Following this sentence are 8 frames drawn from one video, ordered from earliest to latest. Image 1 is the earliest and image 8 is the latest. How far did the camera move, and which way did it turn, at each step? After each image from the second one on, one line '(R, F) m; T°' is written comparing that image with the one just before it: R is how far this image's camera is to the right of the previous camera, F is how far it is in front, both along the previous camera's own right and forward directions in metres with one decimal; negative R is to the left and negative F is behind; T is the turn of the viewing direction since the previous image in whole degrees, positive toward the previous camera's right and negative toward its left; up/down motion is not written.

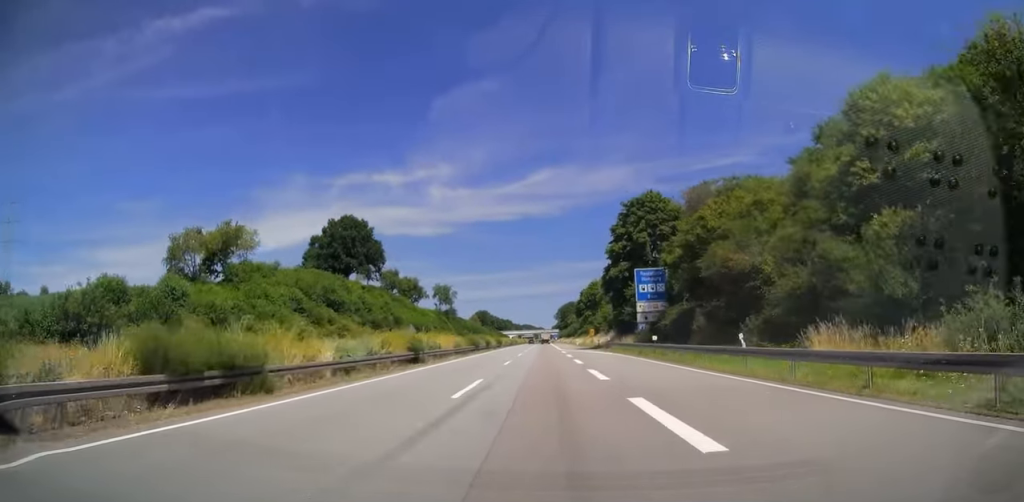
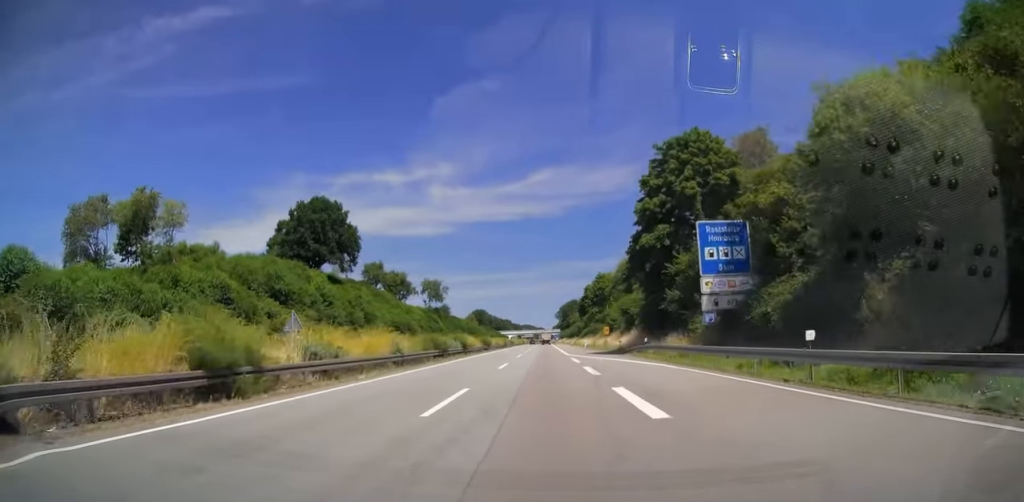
(0.0, +21.2) m; 0°
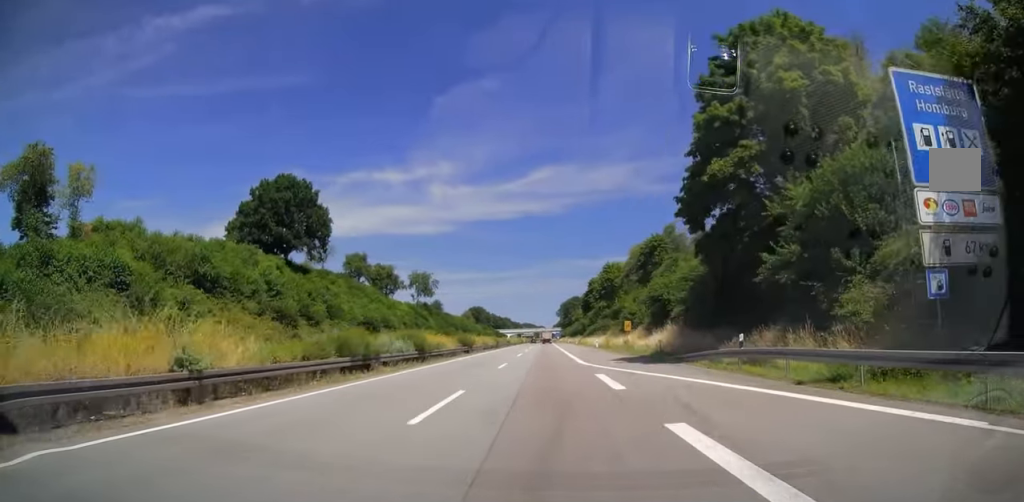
(0.0, +18.7) m; 0°
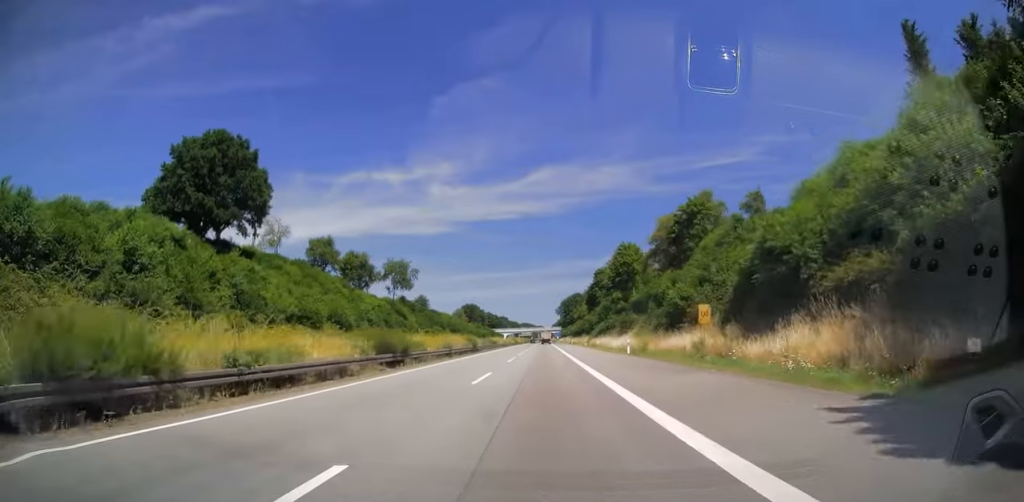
(0.0, +27.1) m; 0°
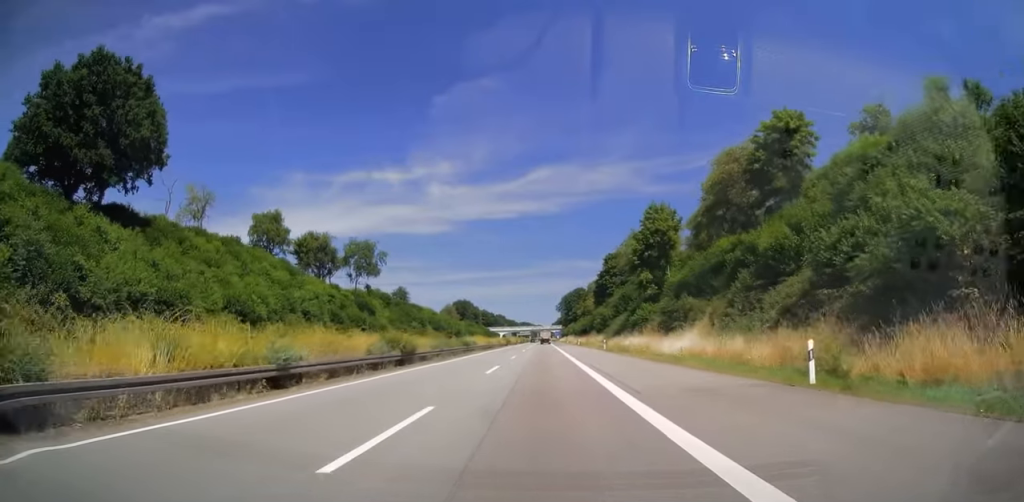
(0.0, +30.0) m; 0°
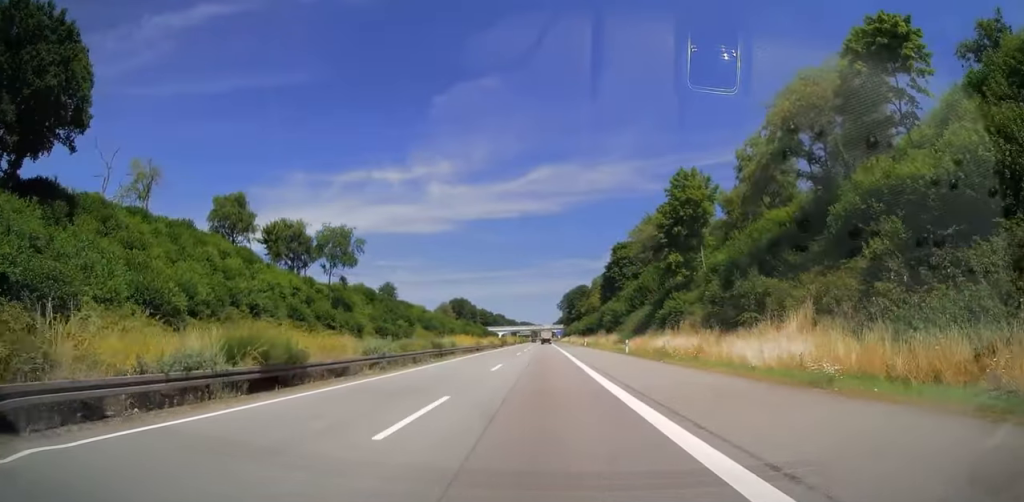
(0.0, +15.7) m; 0°
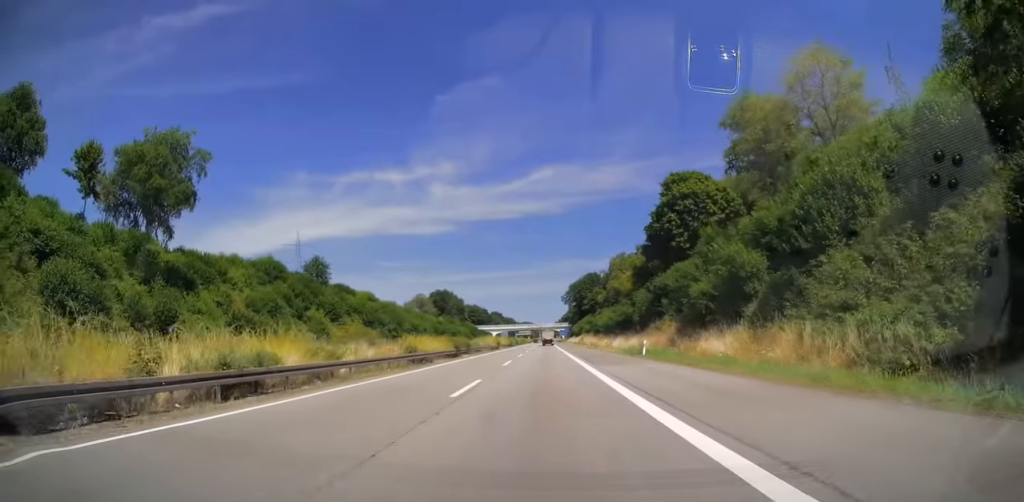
(0.0, +53.6) m; 0°
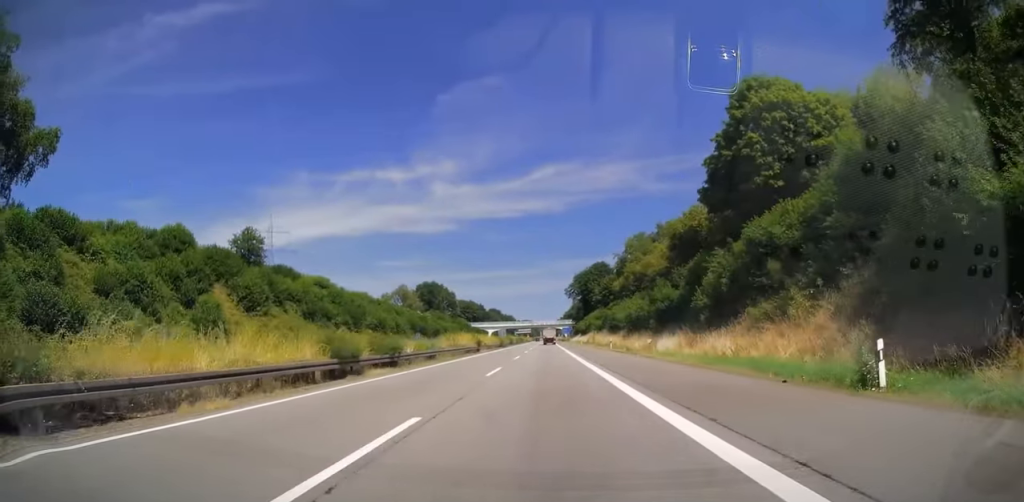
(0.0, +28.1) m; 0°
